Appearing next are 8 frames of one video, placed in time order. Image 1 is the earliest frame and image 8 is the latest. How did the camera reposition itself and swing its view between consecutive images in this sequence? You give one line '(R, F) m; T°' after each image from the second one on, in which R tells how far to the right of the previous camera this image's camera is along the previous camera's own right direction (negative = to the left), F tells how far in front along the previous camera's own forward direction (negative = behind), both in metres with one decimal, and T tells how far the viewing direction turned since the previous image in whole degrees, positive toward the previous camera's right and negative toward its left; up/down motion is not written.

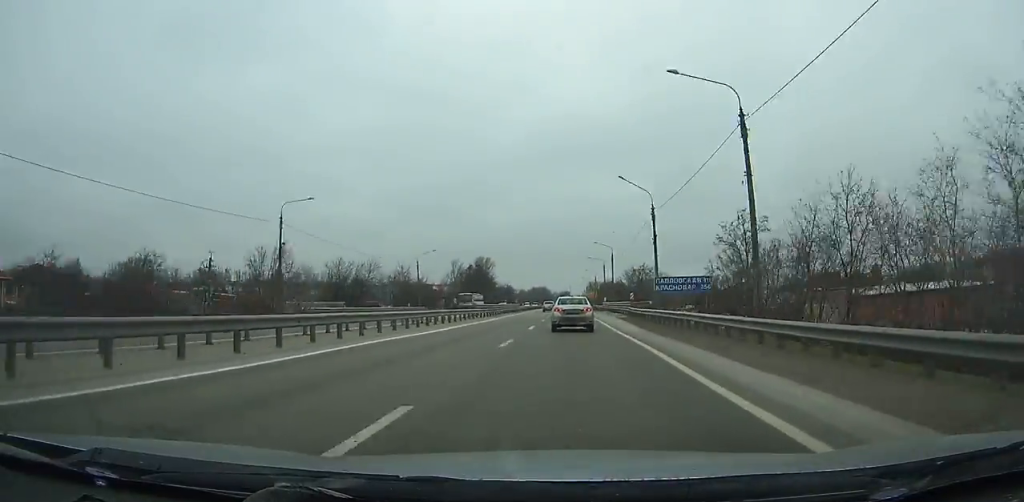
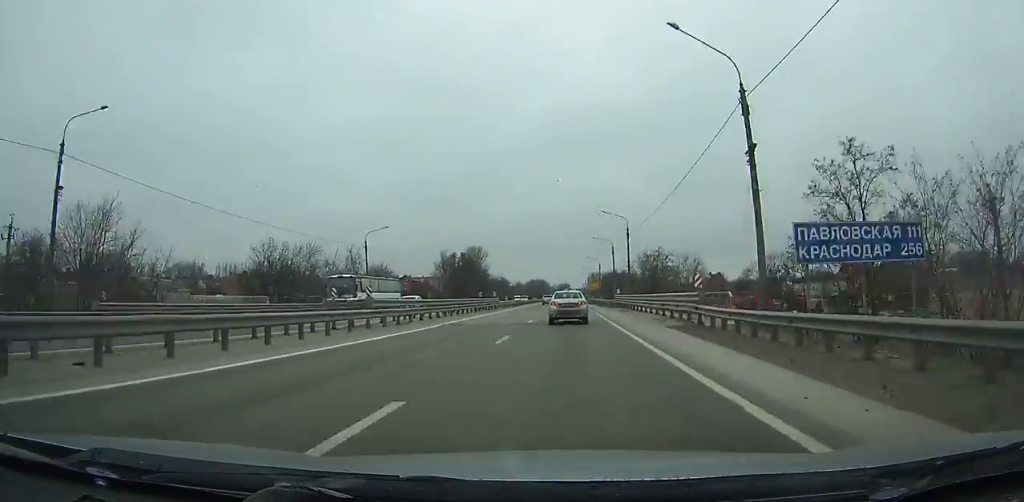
(0.0, +24.0) m; 0°
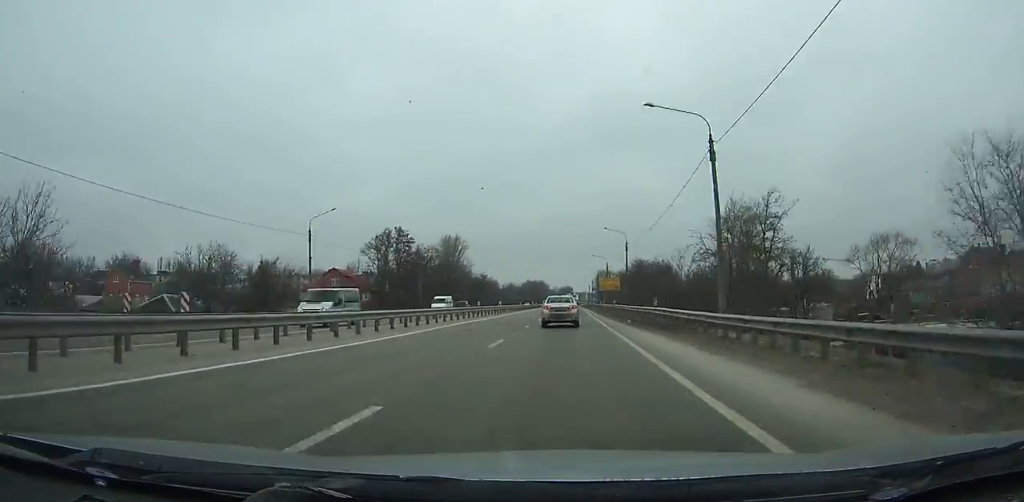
(-0.1, +59.7) m; 0°
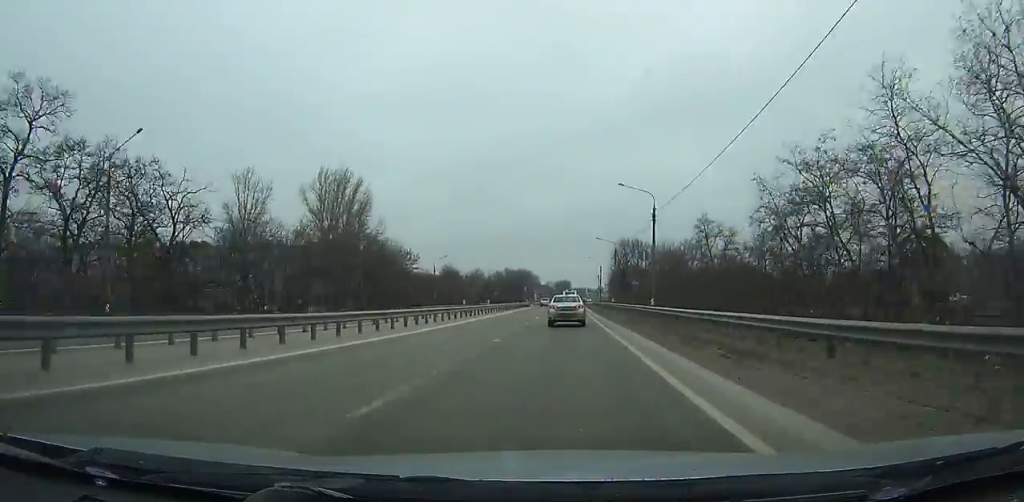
(-0.5, +105.2) m; -1°
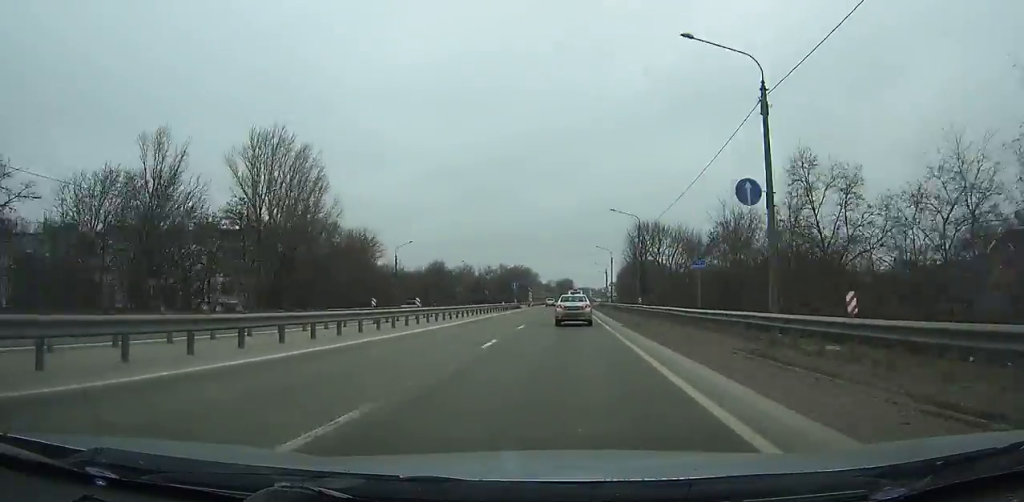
(-0.1, +26.2) m; 0°
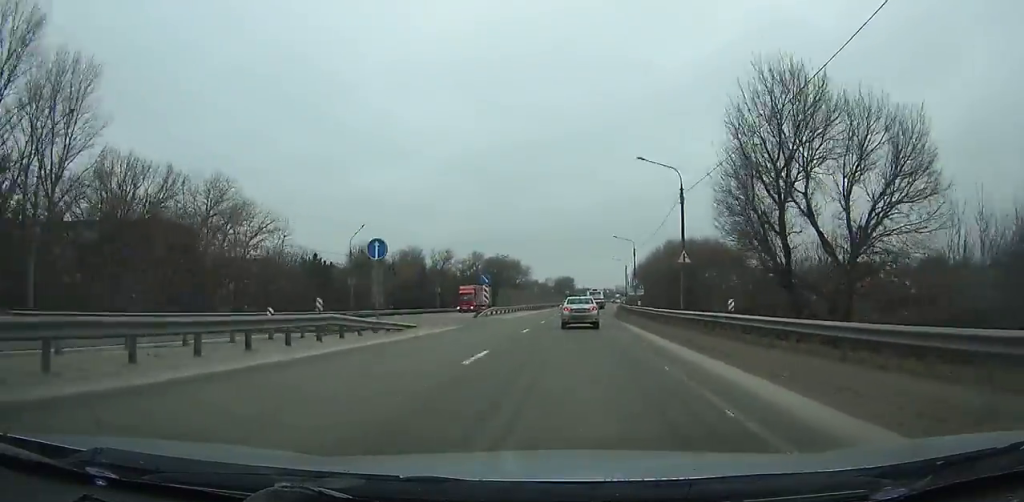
(-0.1, +61.6) m; +1°
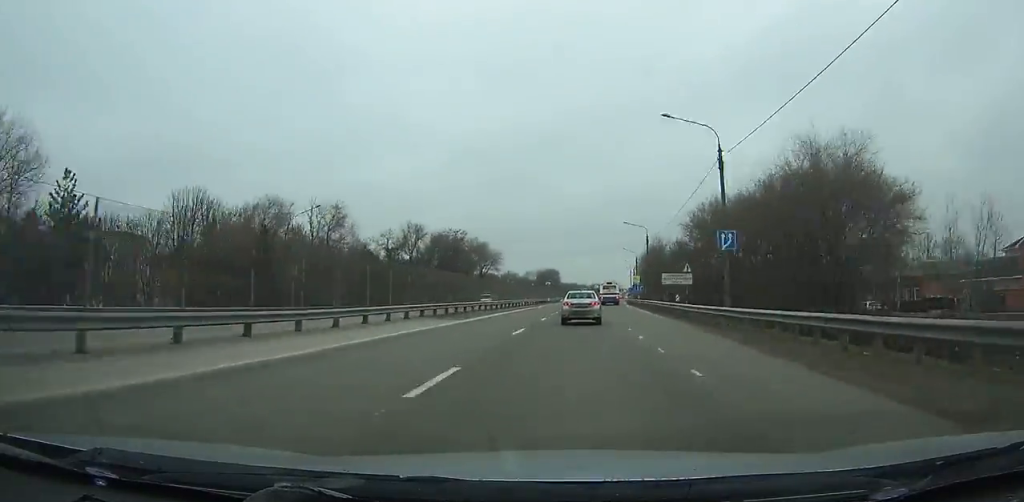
(+0.8, +51.7) m; +2°
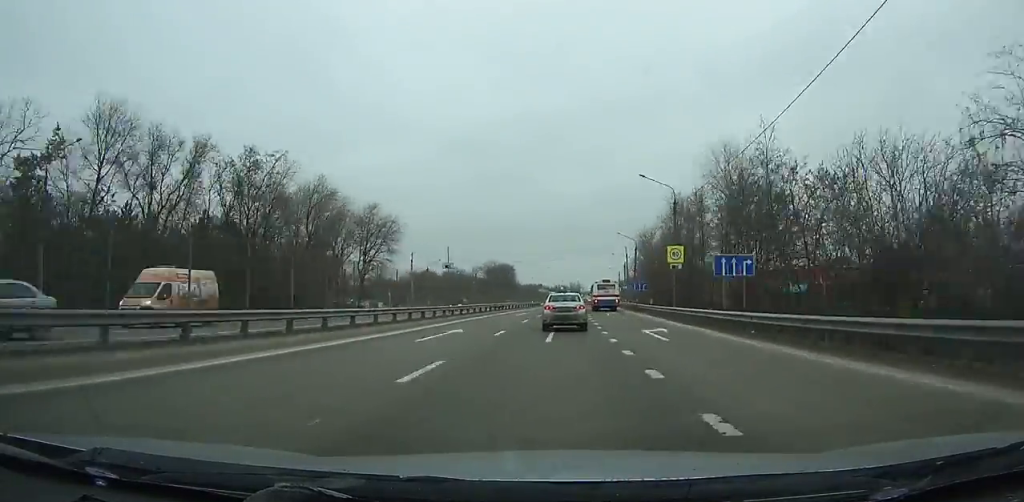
(+1.8, +69.3) m; +2°
